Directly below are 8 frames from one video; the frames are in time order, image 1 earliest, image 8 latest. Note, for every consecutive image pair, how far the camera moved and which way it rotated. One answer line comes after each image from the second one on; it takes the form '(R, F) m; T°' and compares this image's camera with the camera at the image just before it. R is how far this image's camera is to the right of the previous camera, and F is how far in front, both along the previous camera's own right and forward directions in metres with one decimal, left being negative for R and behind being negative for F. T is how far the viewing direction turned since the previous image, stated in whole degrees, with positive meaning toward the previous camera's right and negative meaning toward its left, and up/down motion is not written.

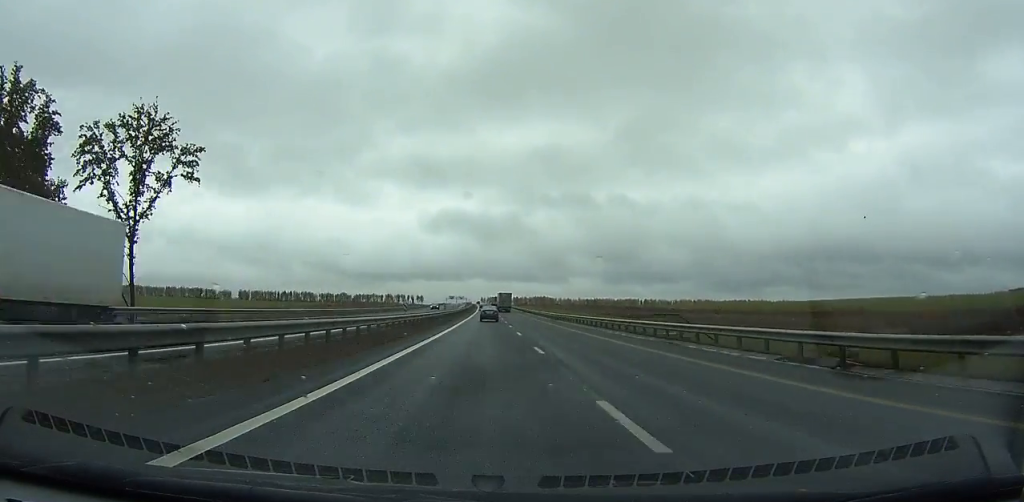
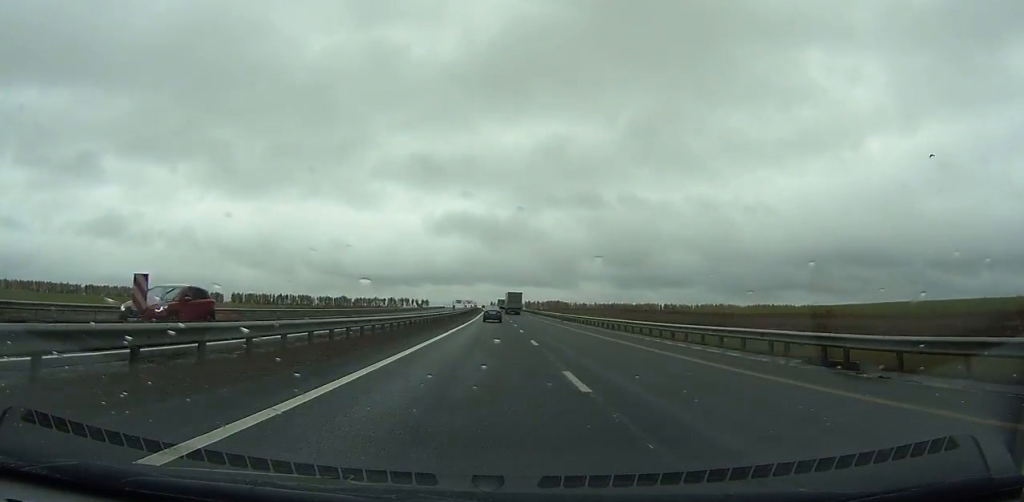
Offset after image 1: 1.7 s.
(-0.2, +56.3) m; 0°
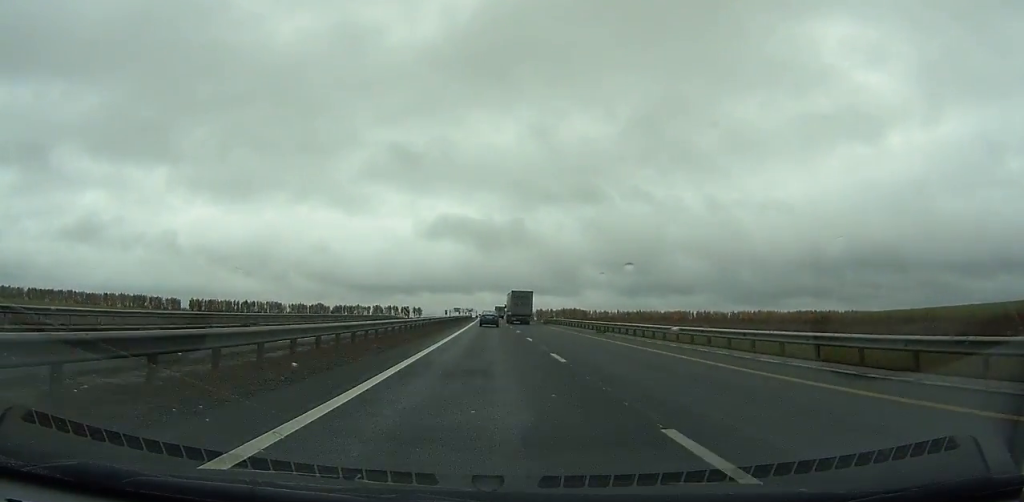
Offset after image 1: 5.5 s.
(-1.3, +125.2) m; -1°
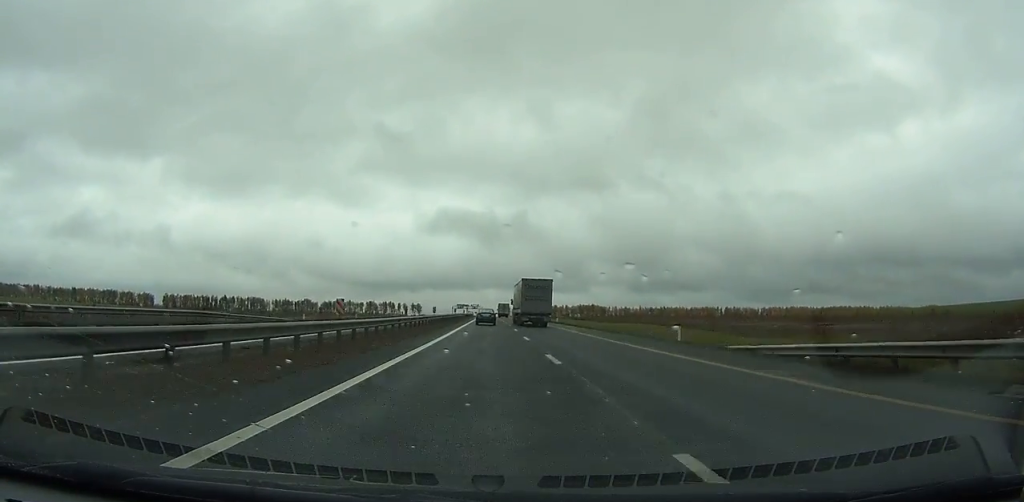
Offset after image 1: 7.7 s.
(-0.3, +73.3) m; -1°
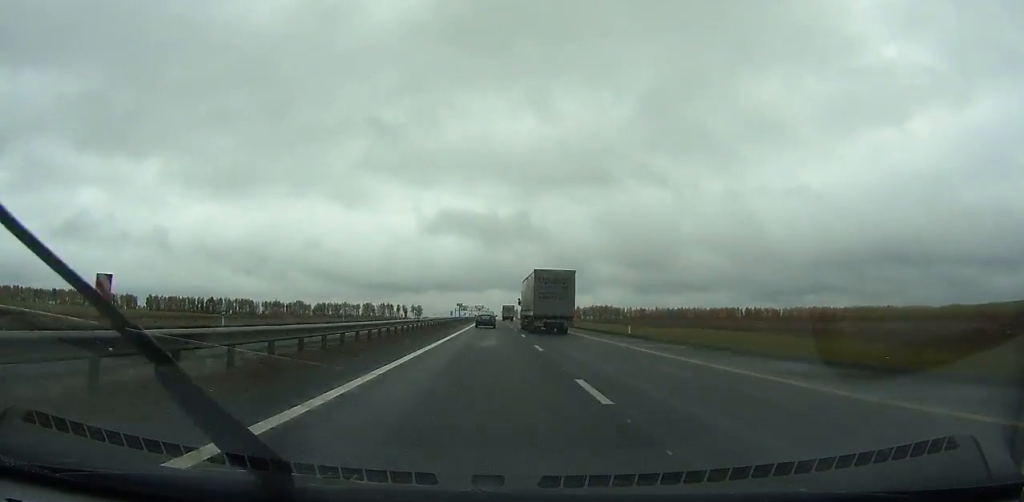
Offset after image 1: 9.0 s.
(-0.1, +42.7) m; 0°
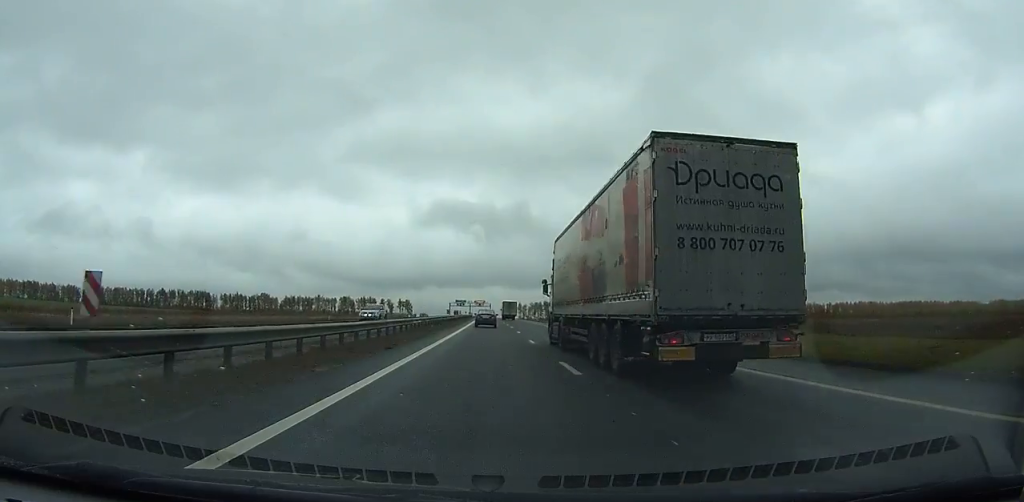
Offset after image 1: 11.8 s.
(-0.6, +90.7) m; -1°
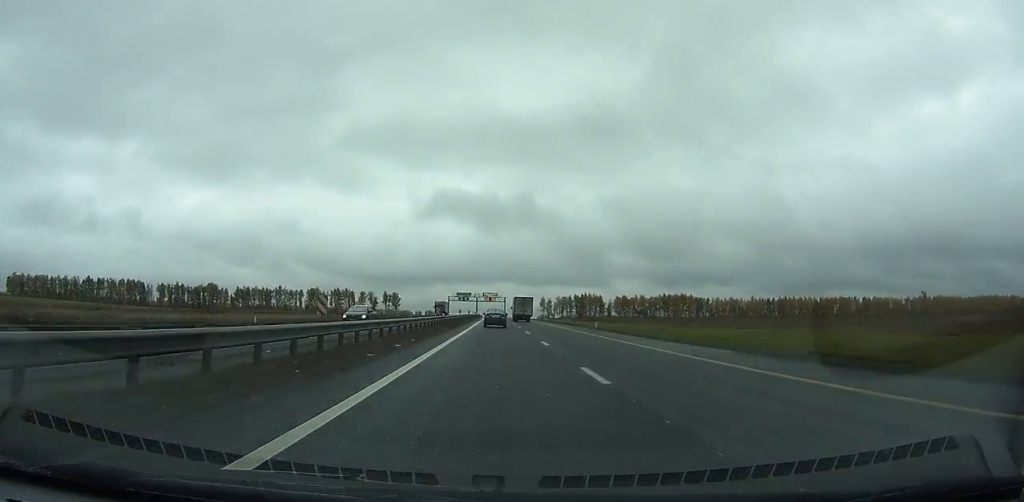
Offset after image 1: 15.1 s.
(-0.9, +107.7) m; -1°
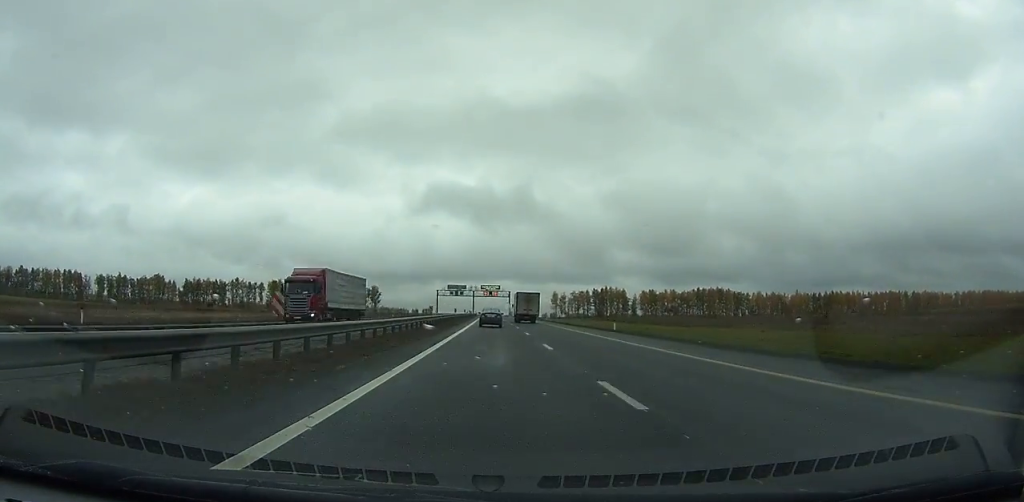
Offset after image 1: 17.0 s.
(-0.2, +61.3) m; 0°
